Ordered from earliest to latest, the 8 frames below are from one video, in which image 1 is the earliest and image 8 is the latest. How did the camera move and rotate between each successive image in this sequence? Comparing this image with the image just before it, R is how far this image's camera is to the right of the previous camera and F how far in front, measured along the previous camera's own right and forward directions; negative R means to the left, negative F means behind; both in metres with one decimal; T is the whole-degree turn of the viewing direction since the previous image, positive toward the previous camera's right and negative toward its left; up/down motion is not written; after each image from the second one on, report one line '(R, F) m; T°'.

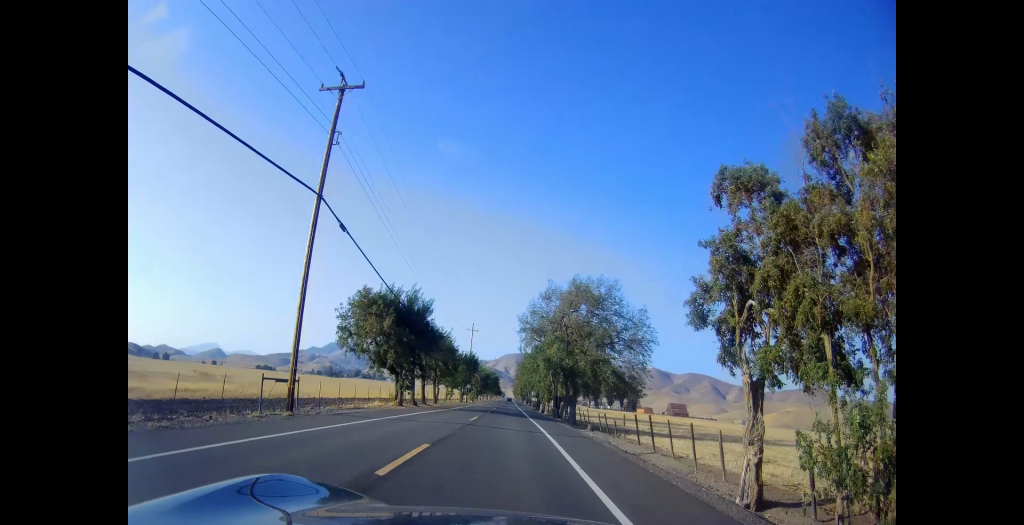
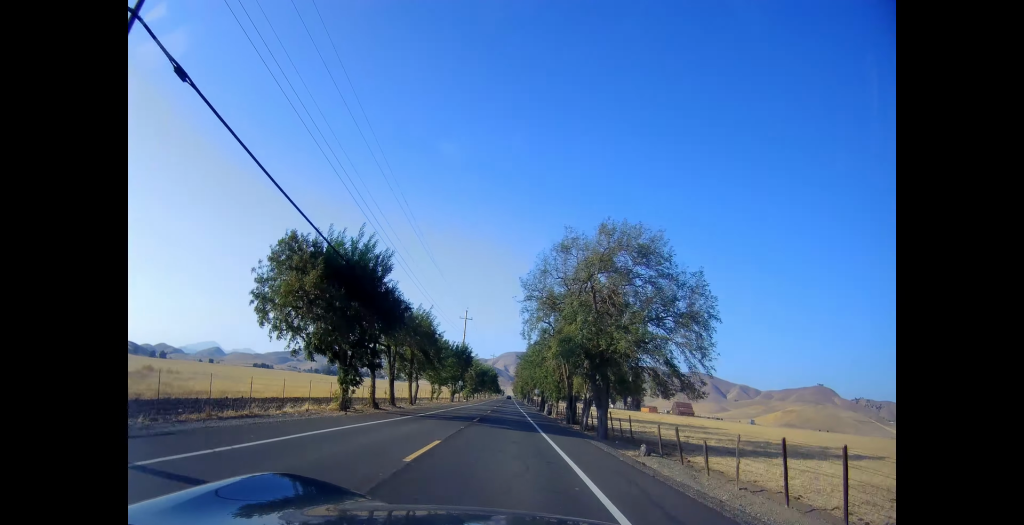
(-0.2, +13.5) m; -1°
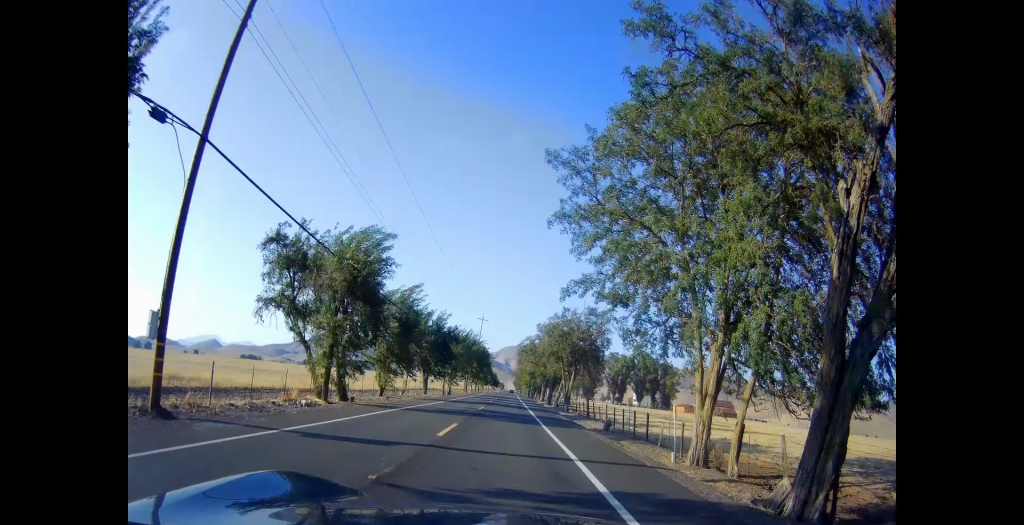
(0.0, +72.8) m; 0°
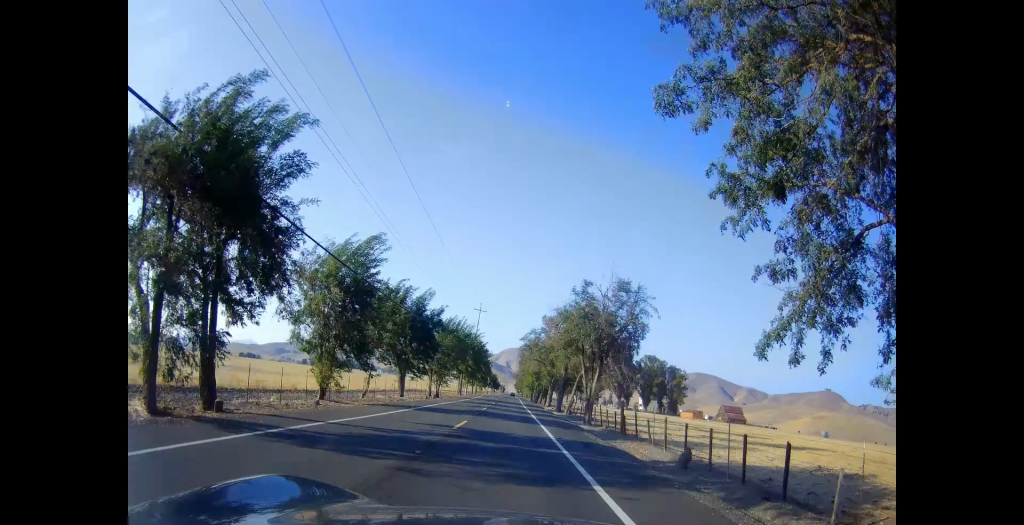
(0.0, +12.5) m; 0°
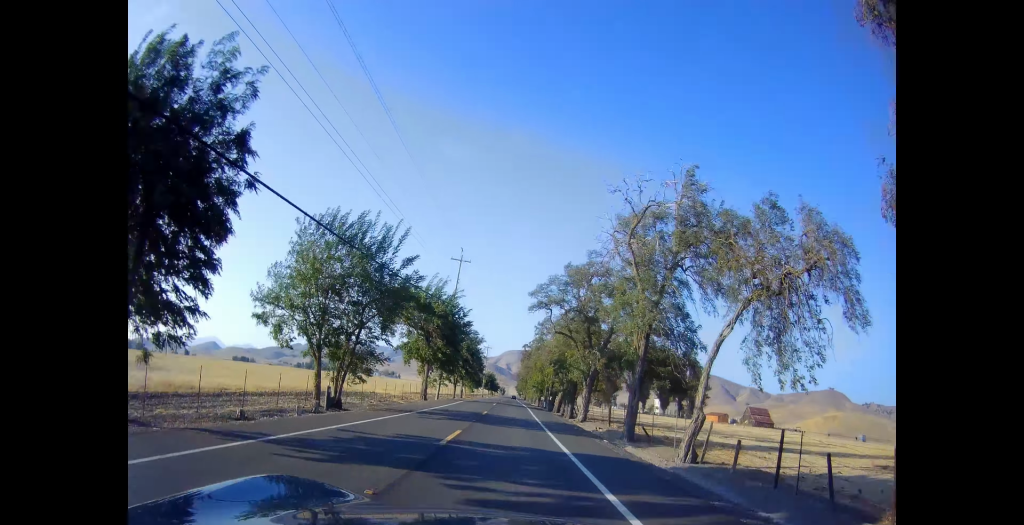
(0.0, +34.1) m; 0°
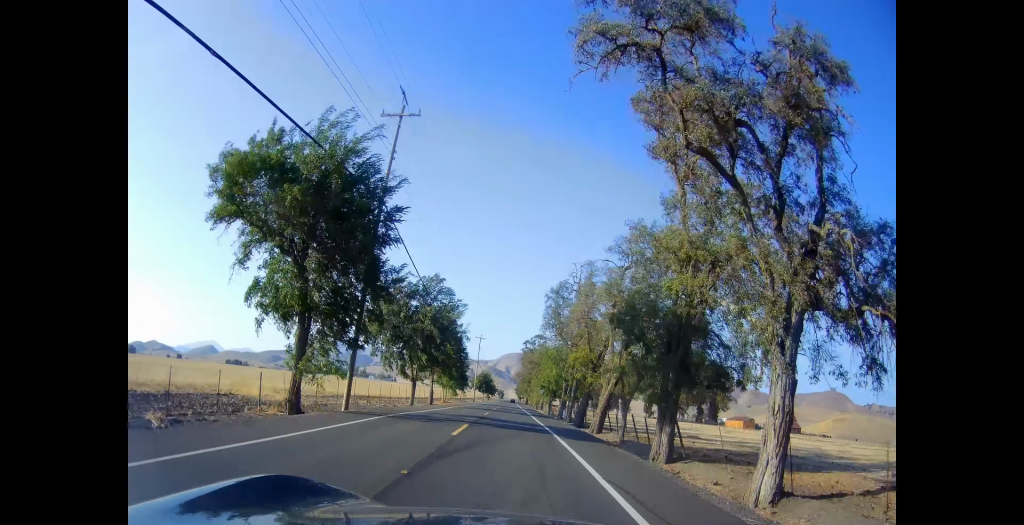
(-0.4, +29.2) m; -2°
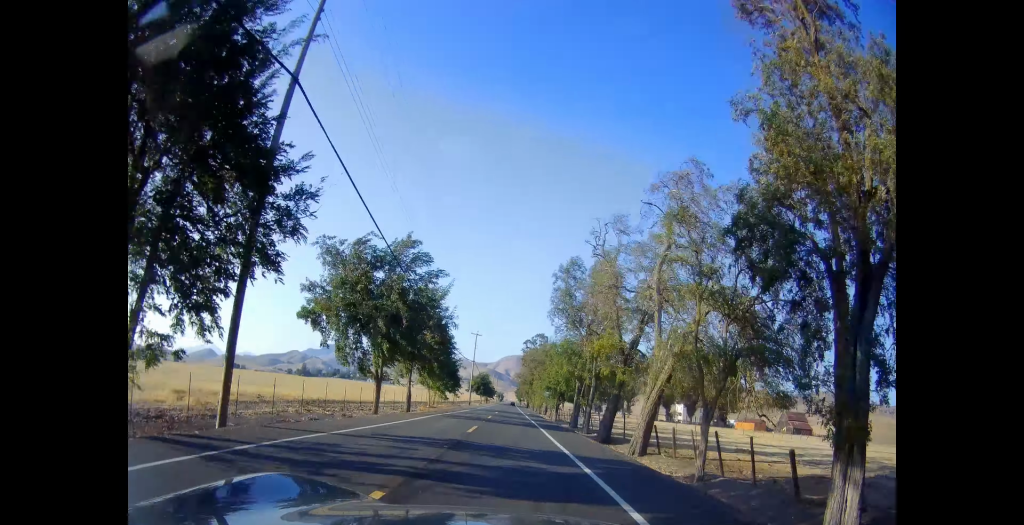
(-0.4, +11.0) m; 0°
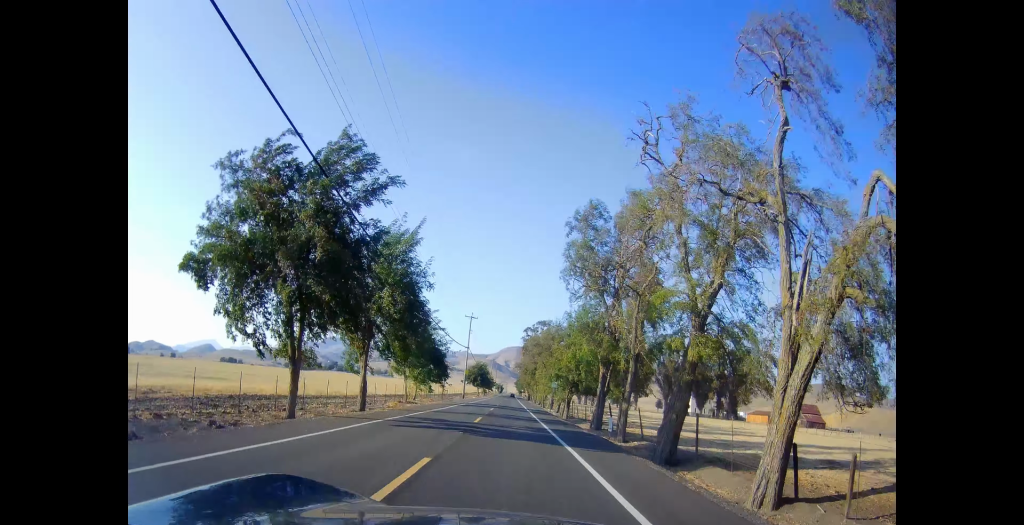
(-0.1, +12.0) m; 0°
